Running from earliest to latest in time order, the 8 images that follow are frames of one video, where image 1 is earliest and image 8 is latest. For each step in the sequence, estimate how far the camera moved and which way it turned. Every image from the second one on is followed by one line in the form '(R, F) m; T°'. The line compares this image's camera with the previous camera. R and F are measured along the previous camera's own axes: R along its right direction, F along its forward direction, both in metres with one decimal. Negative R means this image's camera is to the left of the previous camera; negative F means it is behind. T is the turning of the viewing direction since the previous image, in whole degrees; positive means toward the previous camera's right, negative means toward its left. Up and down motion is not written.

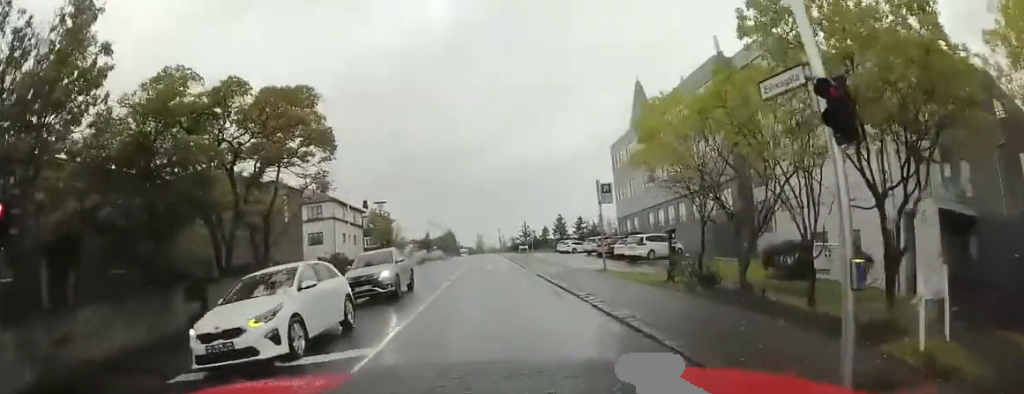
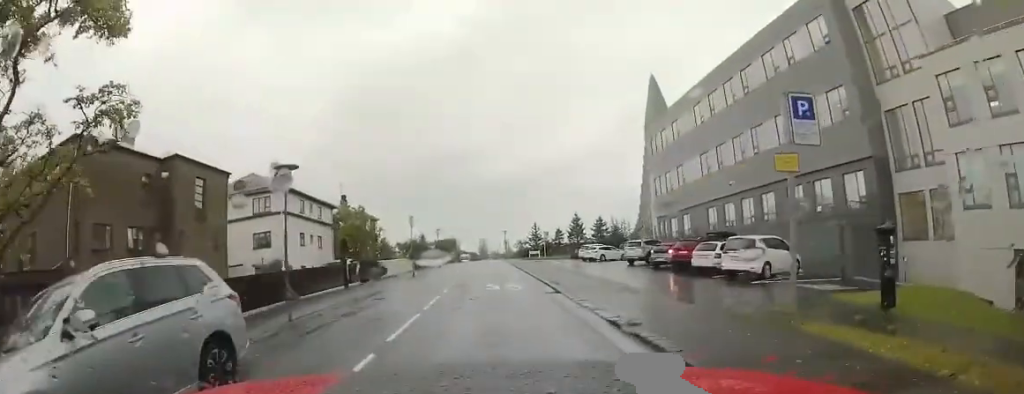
(-0.6, +13.3) m; -3°
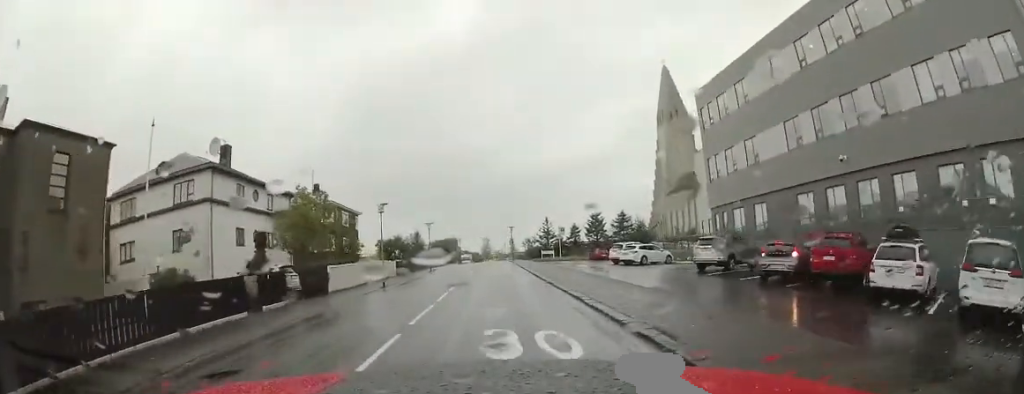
(+0.1, +11.3) m; +2°
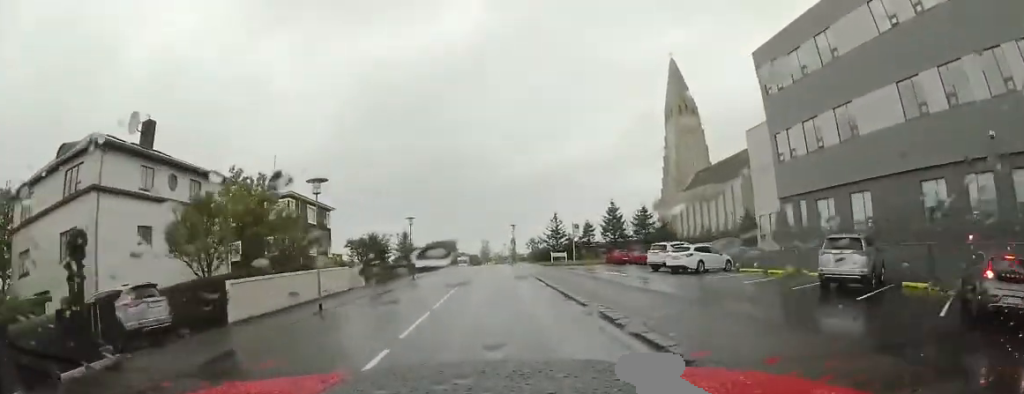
(+0.2, +9.2) m; +1°
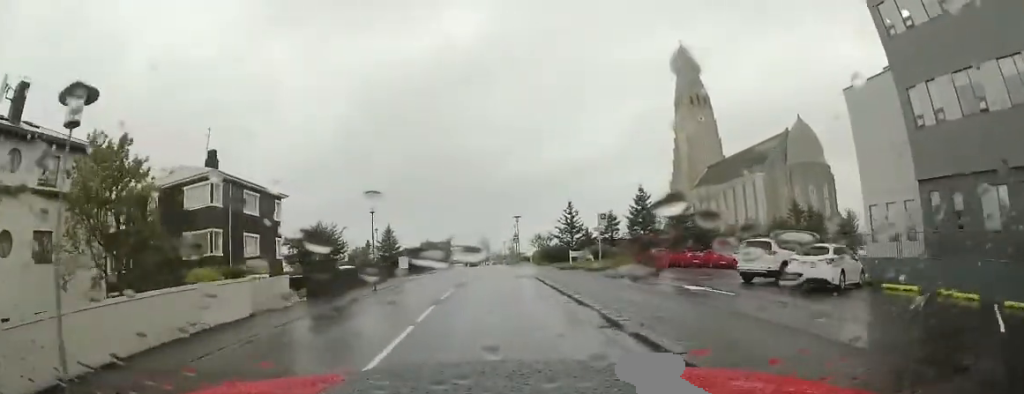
(+0.1, +10.7) m; 0°
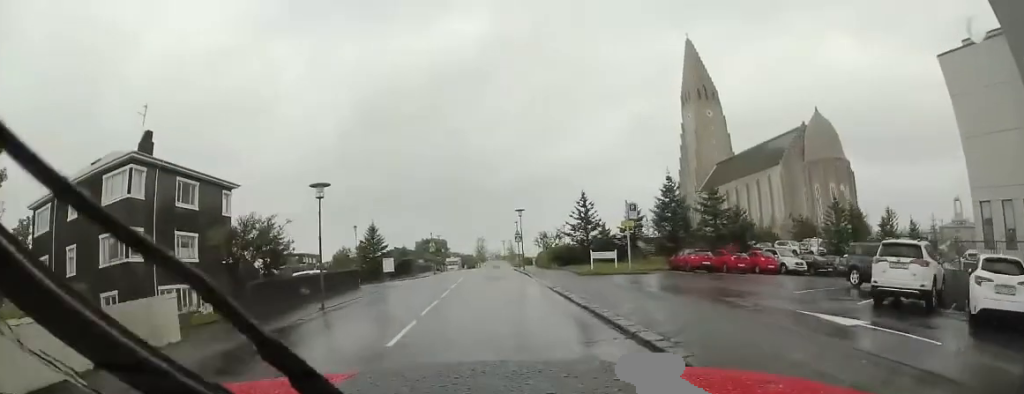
(+0.1, +7.2) m; -2°
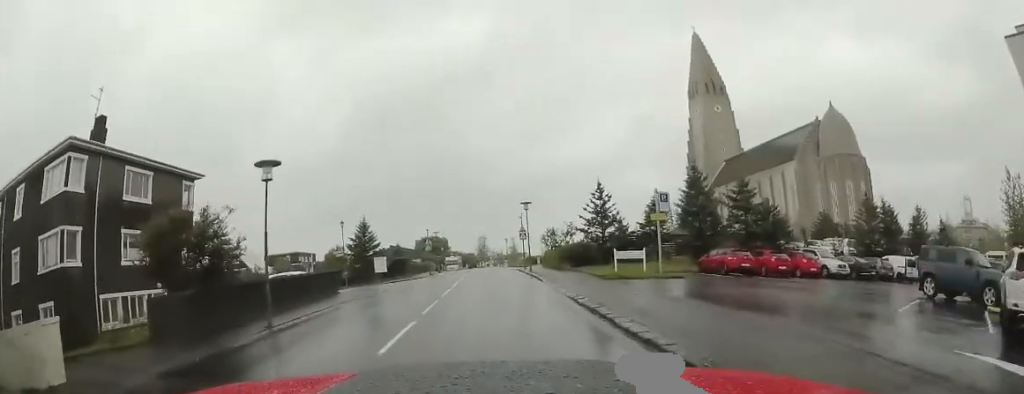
(-0.2, +4.3) m; 0°
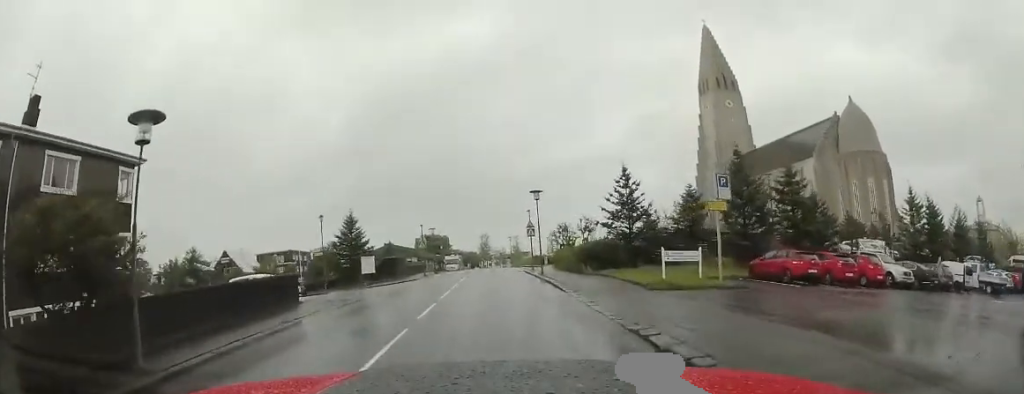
(0.0, +5.3) m; 0°
